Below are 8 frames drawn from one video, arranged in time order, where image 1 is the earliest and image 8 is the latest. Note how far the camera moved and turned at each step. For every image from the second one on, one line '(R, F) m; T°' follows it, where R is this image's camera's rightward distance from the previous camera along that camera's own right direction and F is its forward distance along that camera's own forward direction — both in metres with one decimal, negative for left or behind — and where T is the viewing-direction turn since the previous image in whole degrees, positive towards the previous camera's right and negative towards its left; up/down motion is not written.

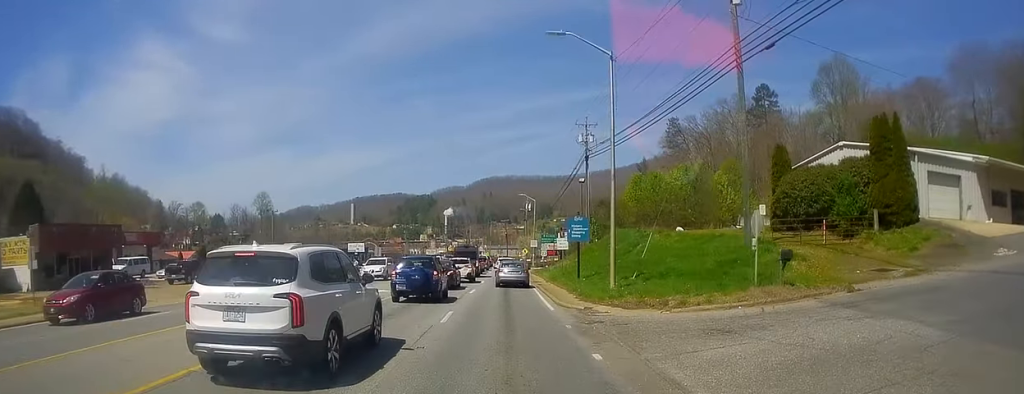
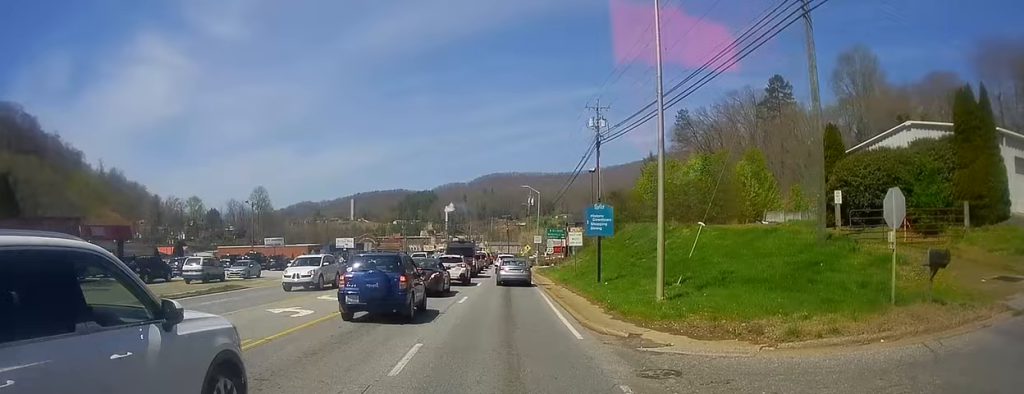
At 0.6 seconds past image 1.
(+0.2, +6.6) m; 0°
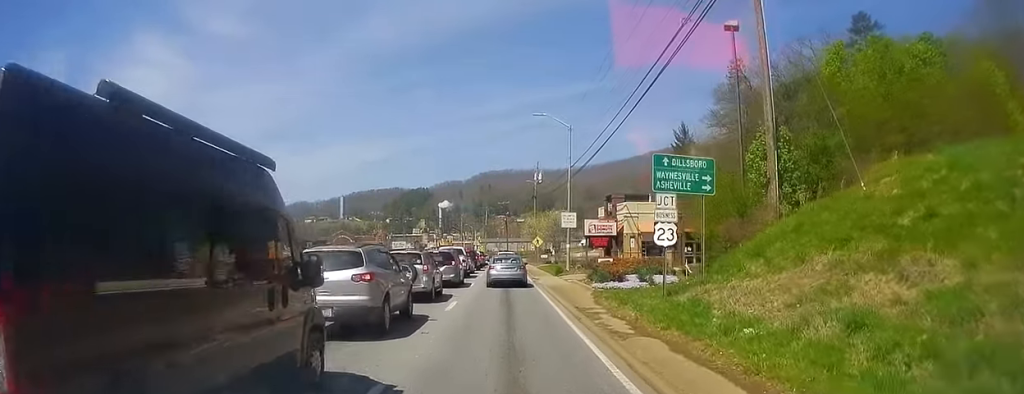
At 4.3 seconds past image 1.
(-2.6, +38.8) m; -5°
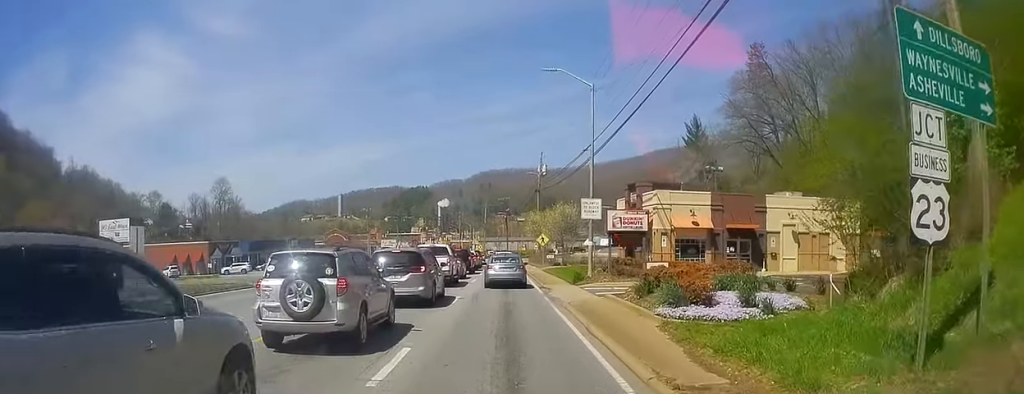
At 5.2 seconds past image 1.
(+0.2, +9.8) m; +2°
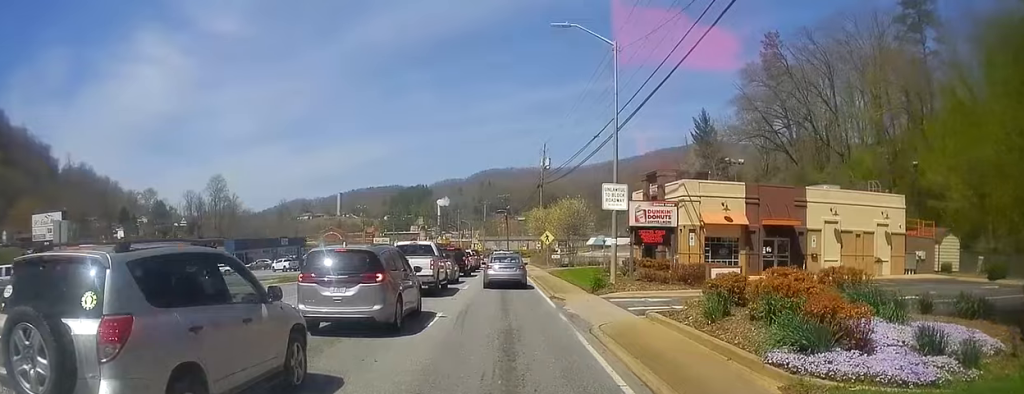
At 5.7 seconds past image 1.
(+0.4, +5.9) m; 0°
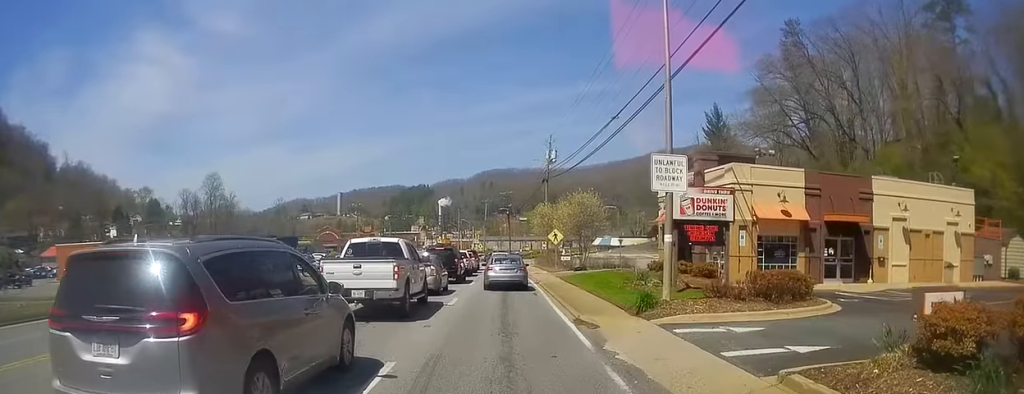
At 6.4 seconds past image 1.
(-0.3, +7.0) m; -1°
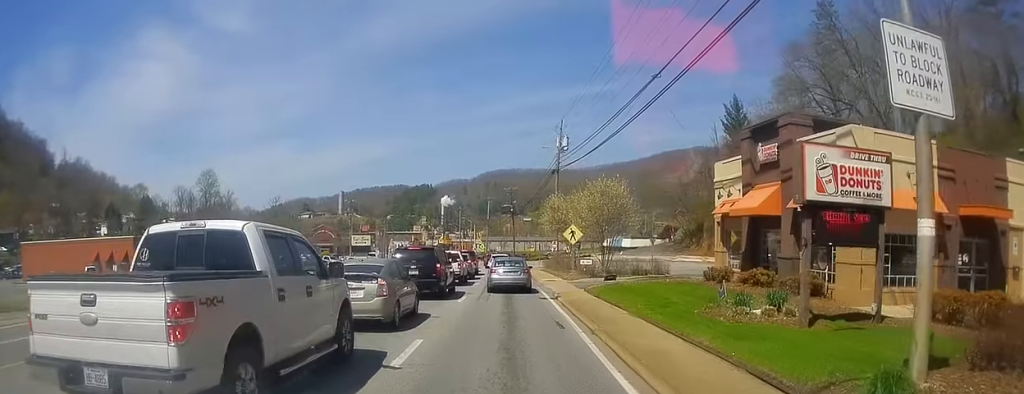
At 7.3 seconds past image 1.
(-0.1, +9.6) m; 0°
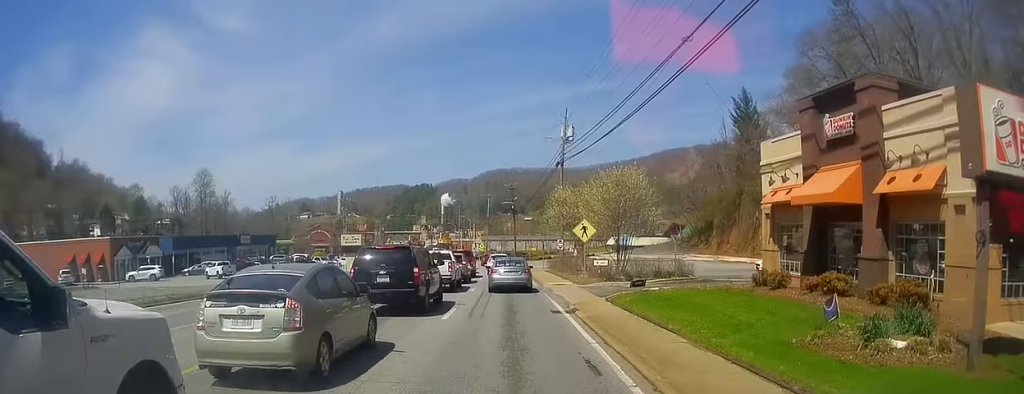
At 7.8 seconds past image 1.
(+0.2, +5.4) m; 0°
